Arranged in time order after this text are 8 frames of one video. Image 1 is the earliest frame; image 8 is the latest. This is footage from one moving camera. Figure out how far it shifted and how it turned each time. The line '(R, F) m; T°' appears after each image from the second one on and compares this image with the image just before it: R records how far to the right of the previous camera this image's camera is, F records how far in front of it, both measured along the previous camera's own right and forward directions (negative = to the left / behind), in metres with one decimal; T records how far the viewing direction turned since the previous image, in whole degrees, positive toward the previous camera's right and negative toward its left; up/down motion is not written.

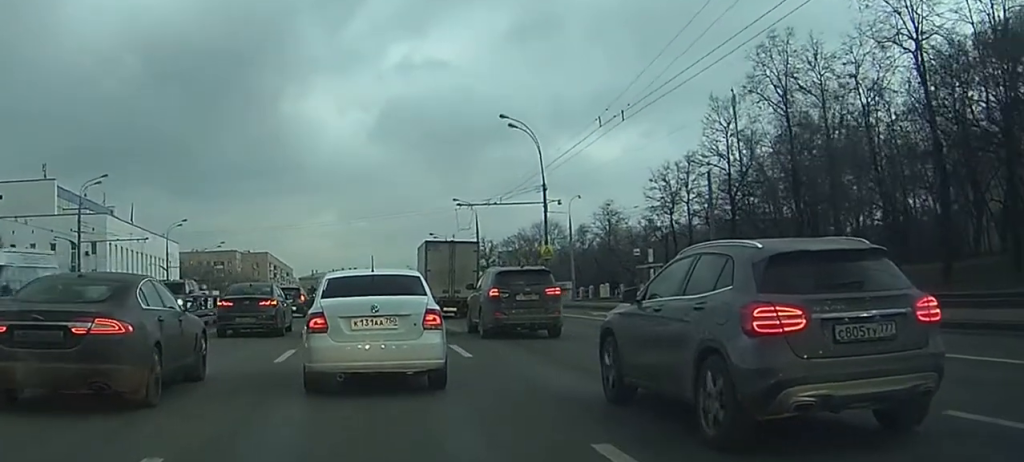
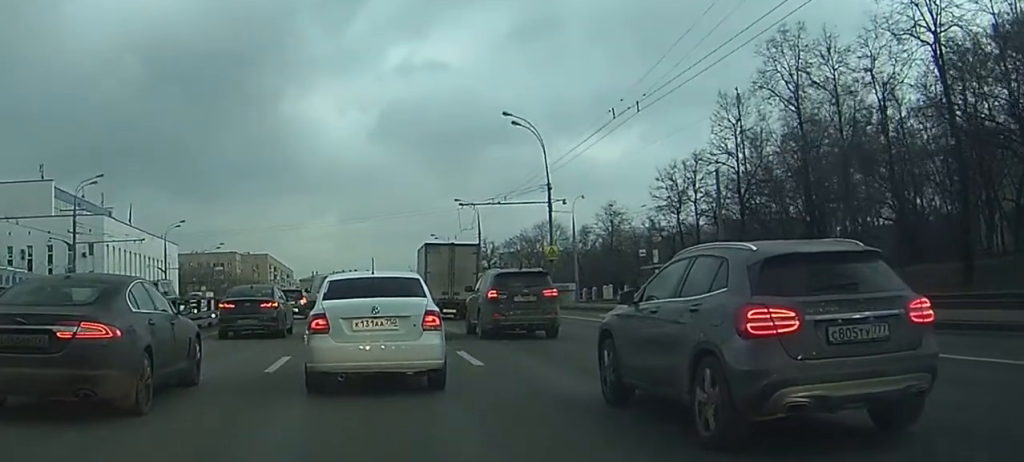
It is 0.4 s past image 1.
(0.0, +1.8) m; +1°
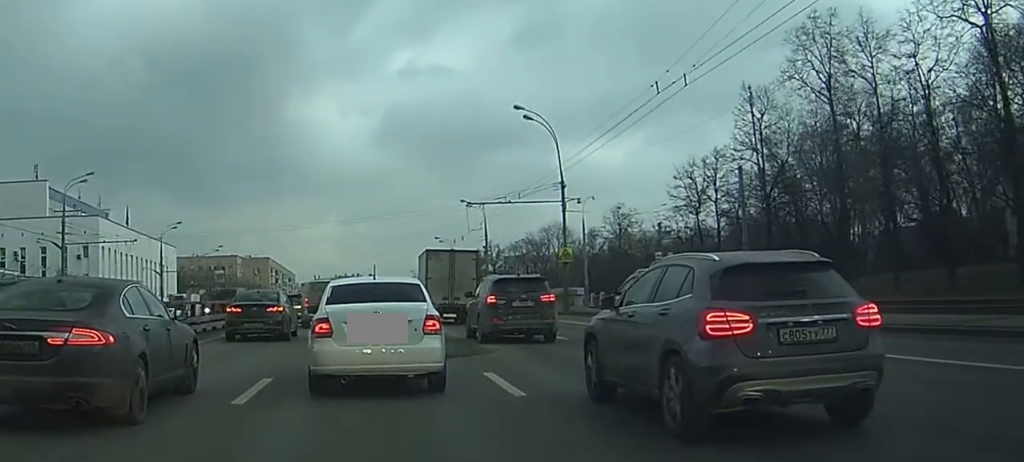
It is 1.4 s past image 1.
(+0.1, +4.1) m; +1°
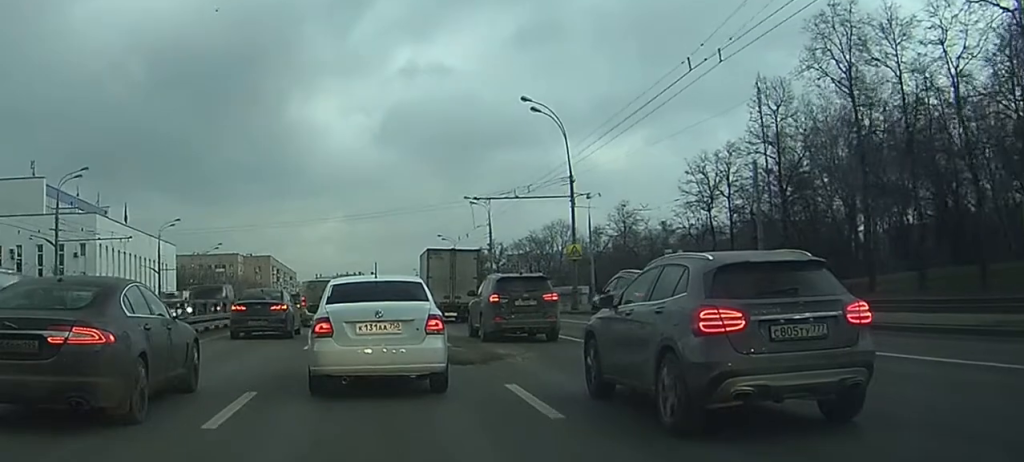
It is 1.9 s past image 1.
(0.0, +2.0) m; +1°
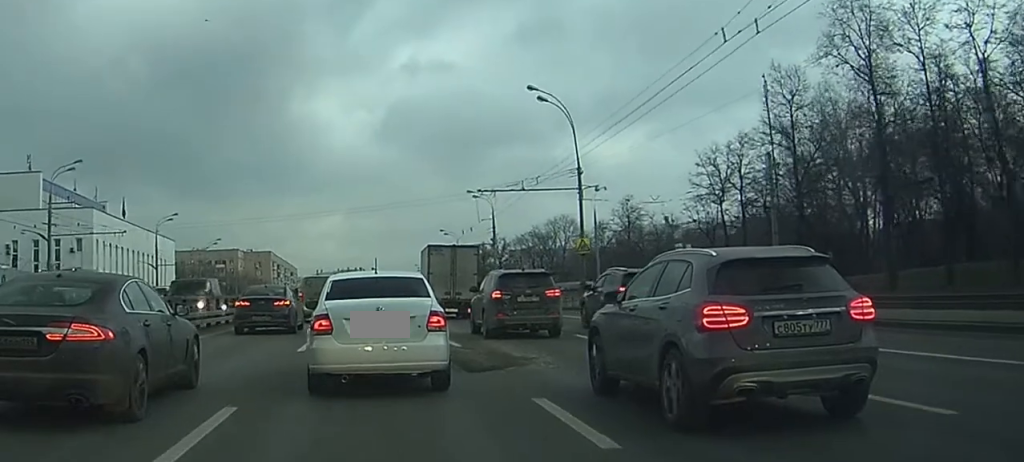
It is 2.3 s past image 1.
(0.0, +1.8) m; 0°
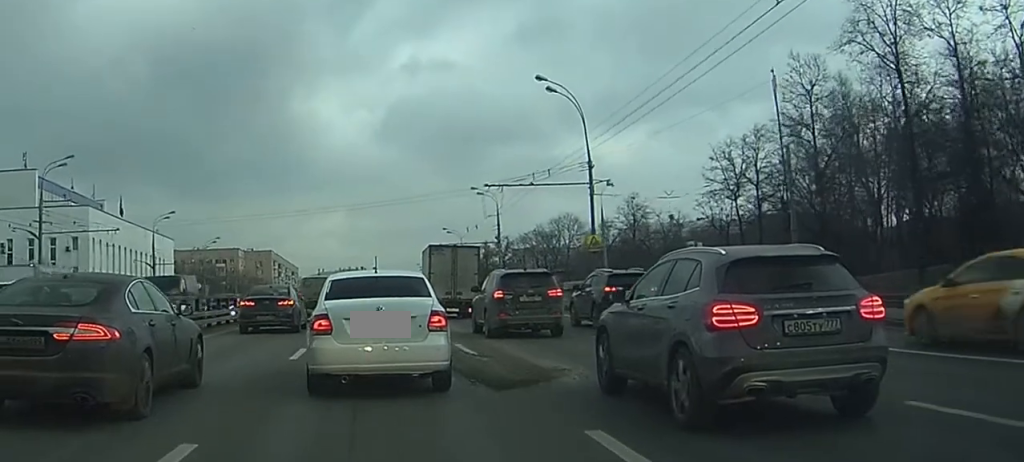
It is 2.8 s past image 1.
(0.0, +2.3) m; 0°
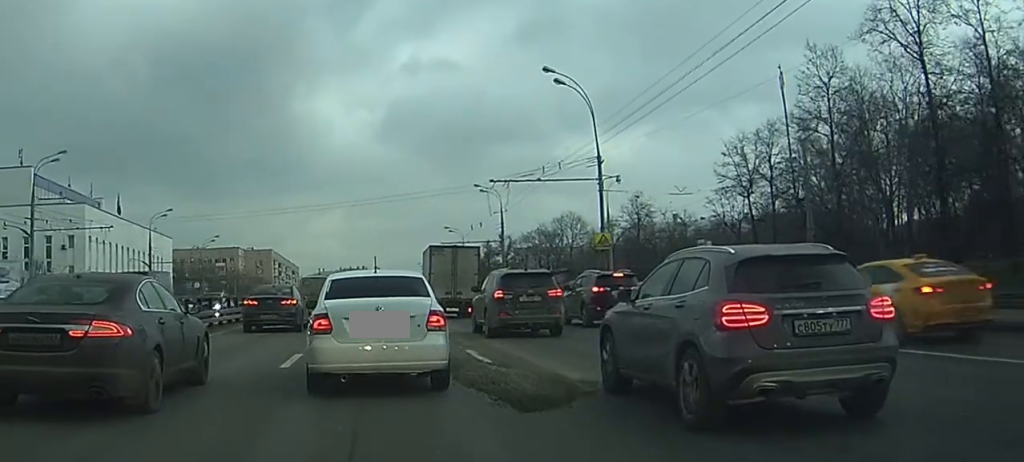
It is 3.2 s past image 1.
(0.0, +2.0) m; 0°
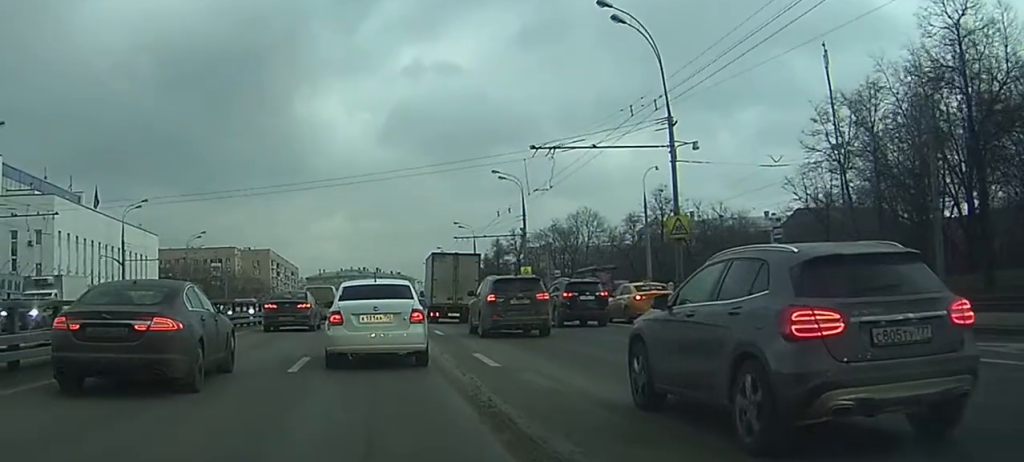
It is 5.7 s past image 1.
(-0.4, +12.5) m; -3°
